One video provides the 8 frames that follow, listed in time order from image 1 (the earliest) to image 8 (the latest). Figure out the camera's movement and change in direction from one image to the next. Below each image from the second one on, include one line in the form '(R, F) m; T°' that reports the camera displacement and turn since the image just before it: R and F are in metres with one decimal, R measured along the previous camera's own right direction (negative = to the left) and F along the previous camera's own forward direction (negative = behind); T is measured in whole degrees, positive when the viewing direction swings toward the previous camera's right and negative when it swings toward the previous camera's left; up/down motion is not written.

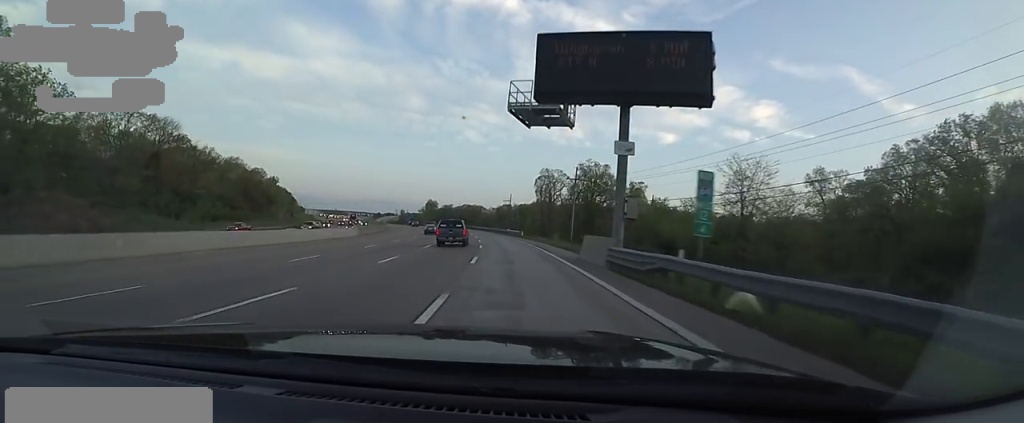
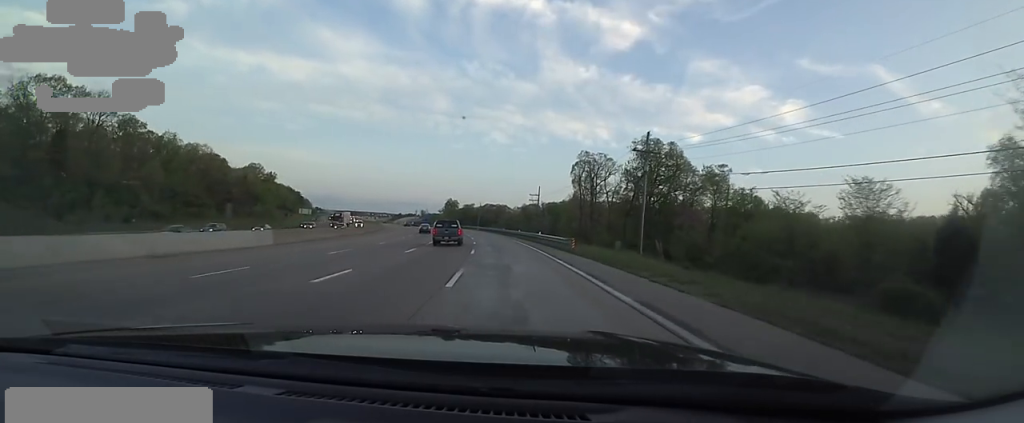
(-0.9, +30.5) m; -5°
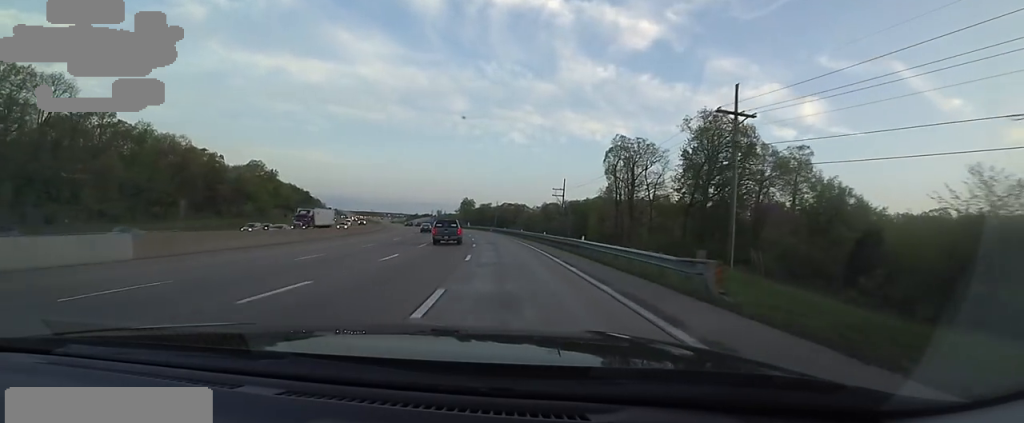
(-0.8, +17.5) m; -3°
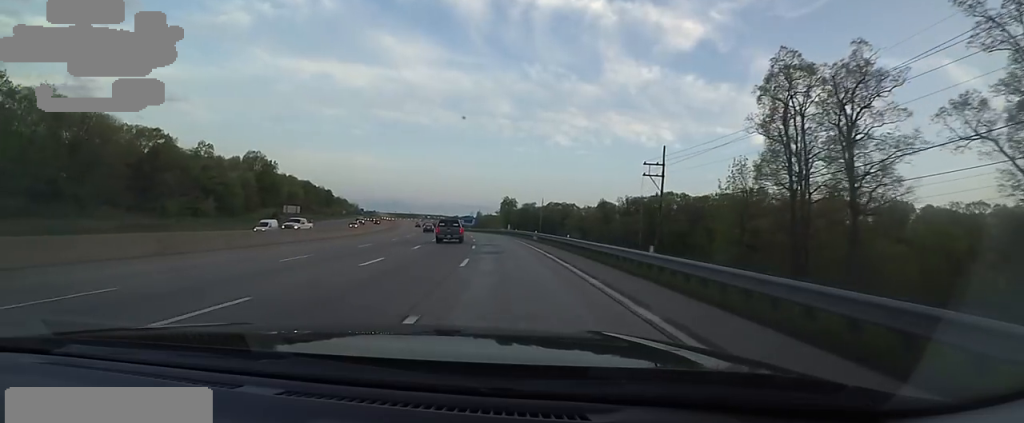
(-1.6, +41.6) m; -5°
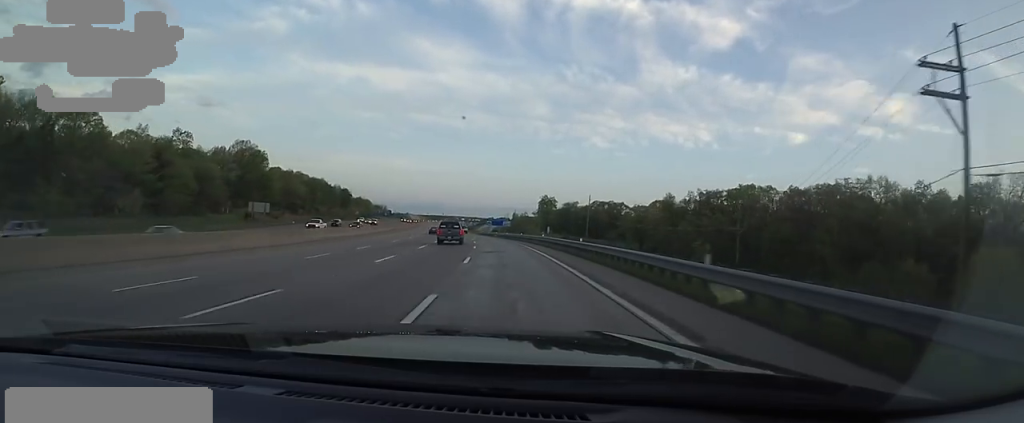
(-2.0, +35.0) m; -4°
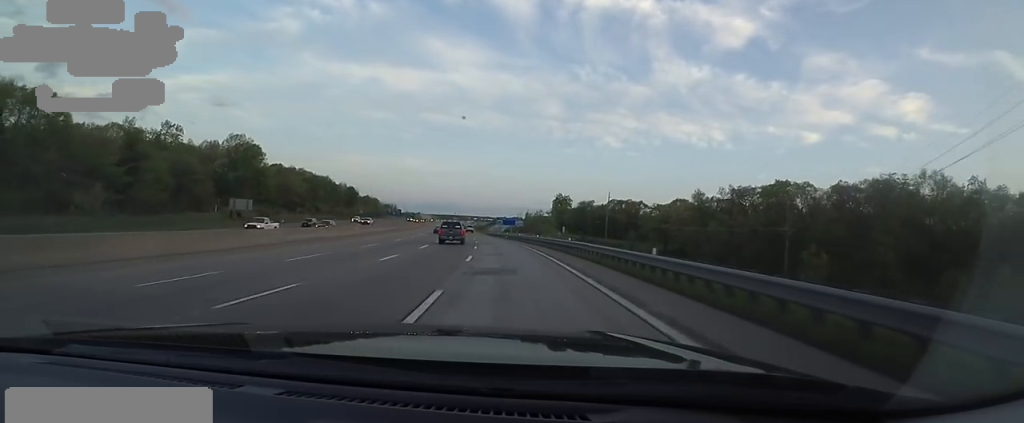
(0.0, +11.3) m; -1°
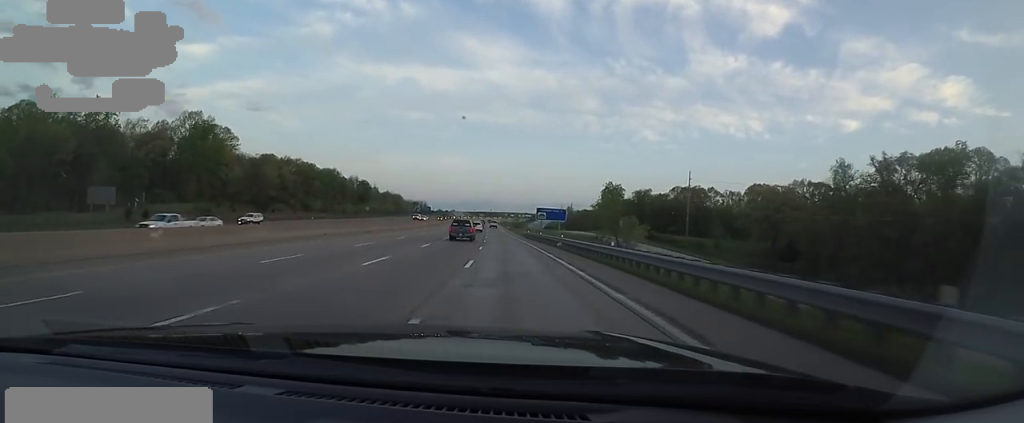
(-1.9, +39.5) m; -5°
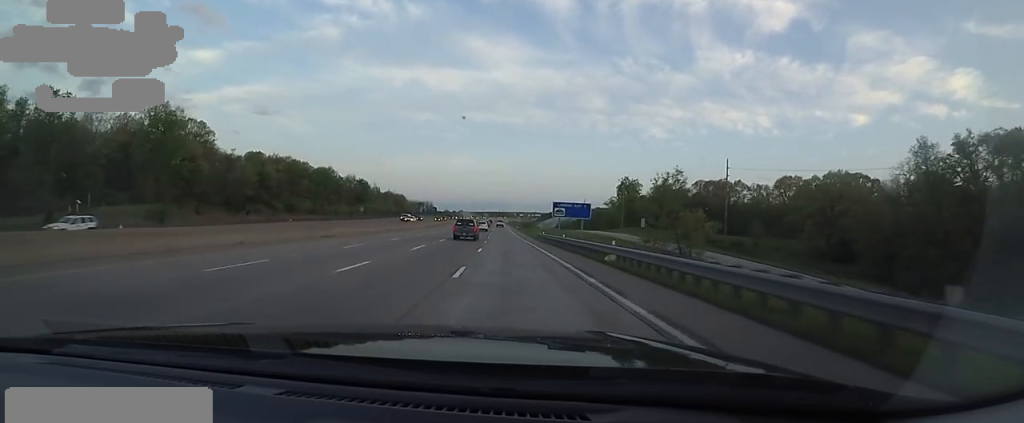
(0.0, +14.8) m; -1°
